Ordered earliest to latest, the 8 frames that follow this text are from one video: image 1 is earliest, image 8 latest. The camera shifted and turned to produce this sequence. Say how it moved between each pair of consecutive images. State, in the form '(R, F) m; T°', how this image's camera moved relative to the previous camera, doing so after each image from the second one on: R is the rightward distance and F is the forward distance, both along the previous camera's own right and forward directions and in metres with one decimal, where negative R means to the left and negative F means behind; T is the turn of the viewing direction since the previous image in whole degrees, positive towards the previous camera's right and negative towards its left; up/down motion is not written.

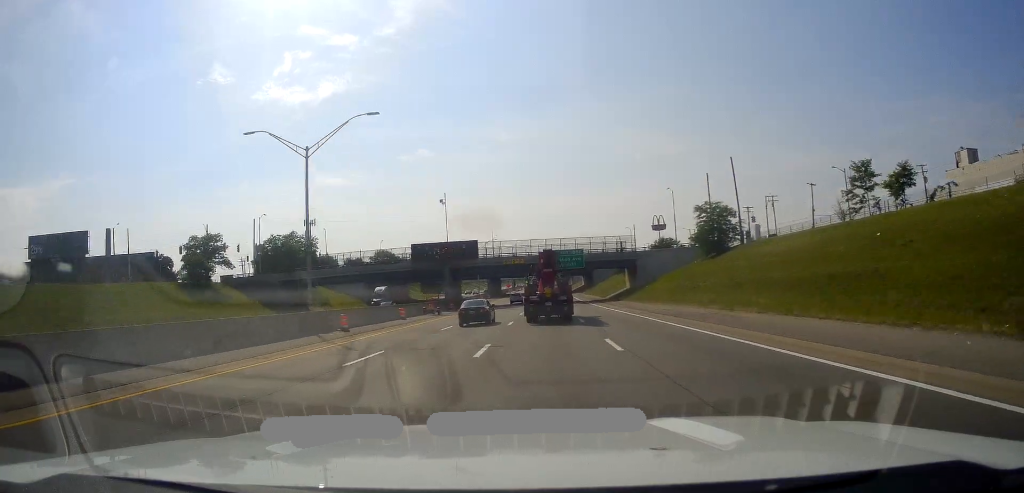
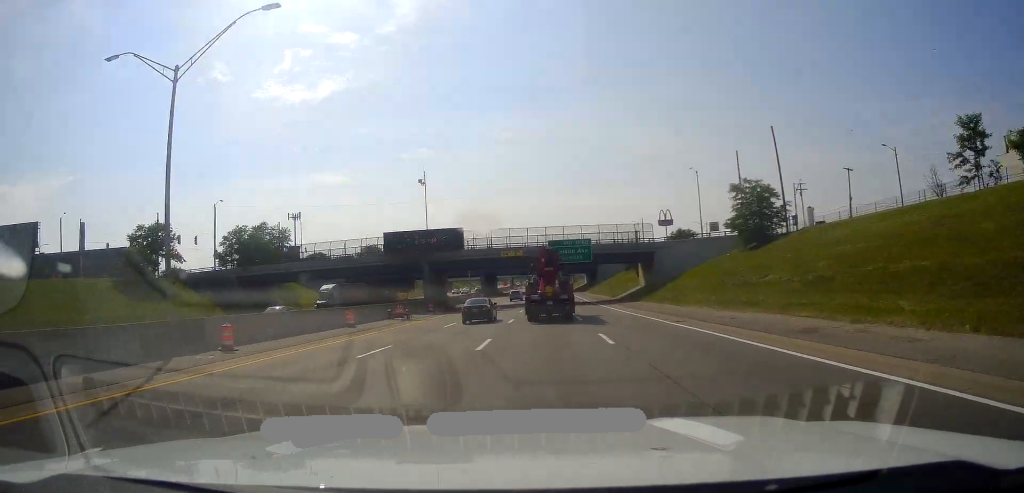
(-0.1, +13.7) m; -1°
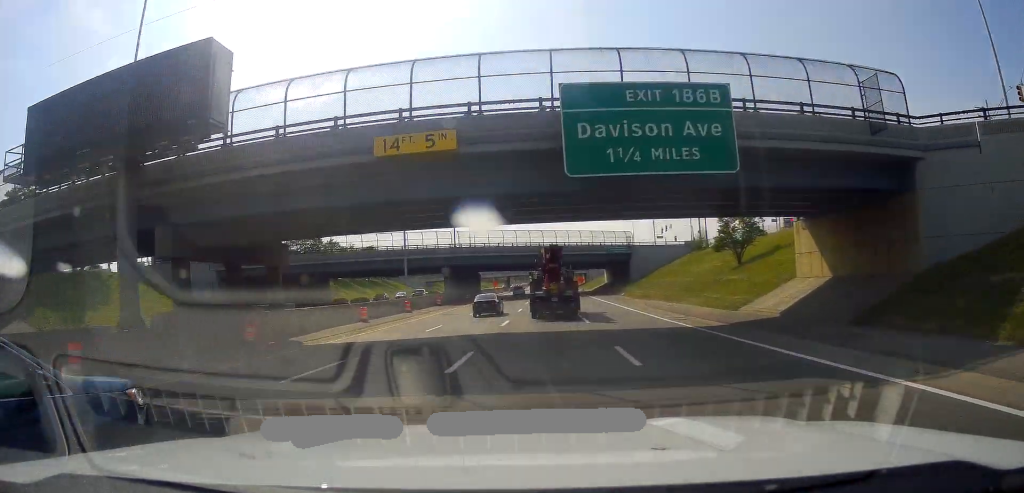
(-0.7, +50.3) m; 0°
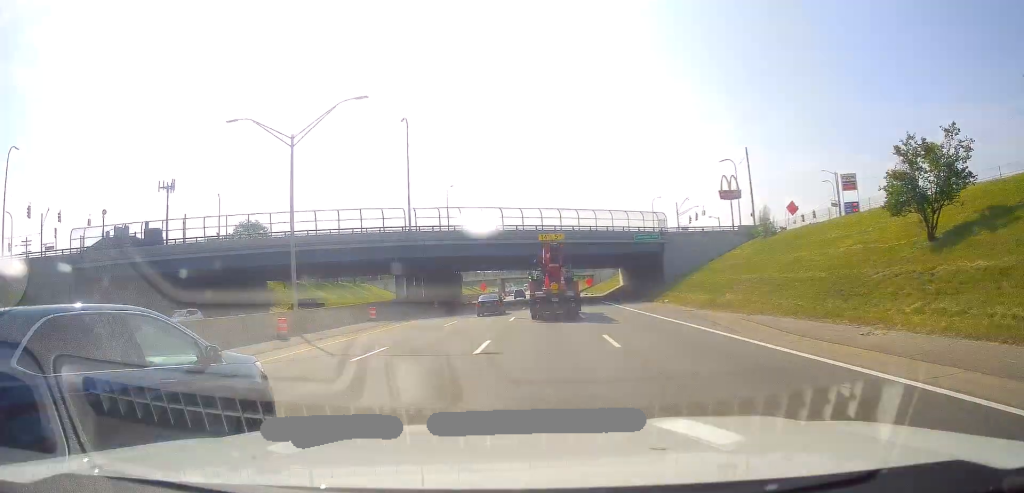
(+0.7, +25.9) m; +1°
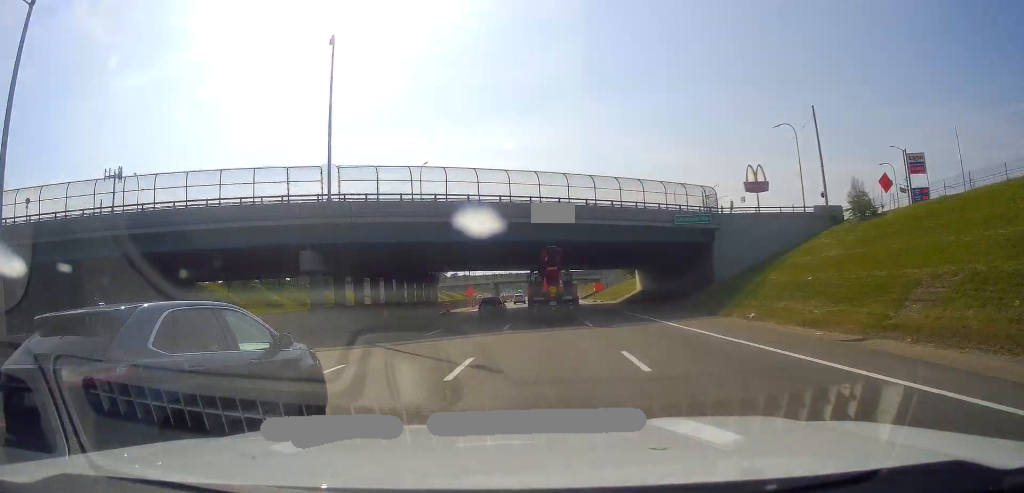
(0.0, +19.8) m; 0°
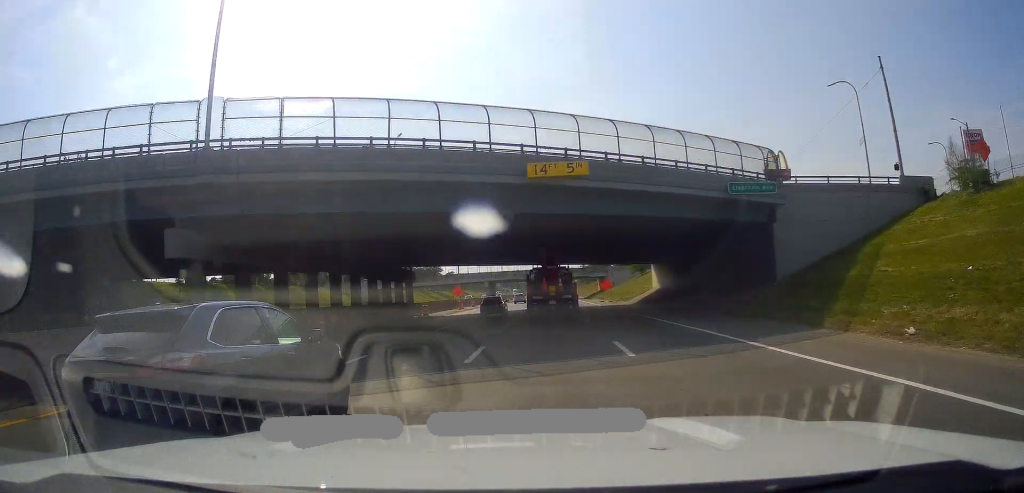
(0.0, +12.9) m; 0°
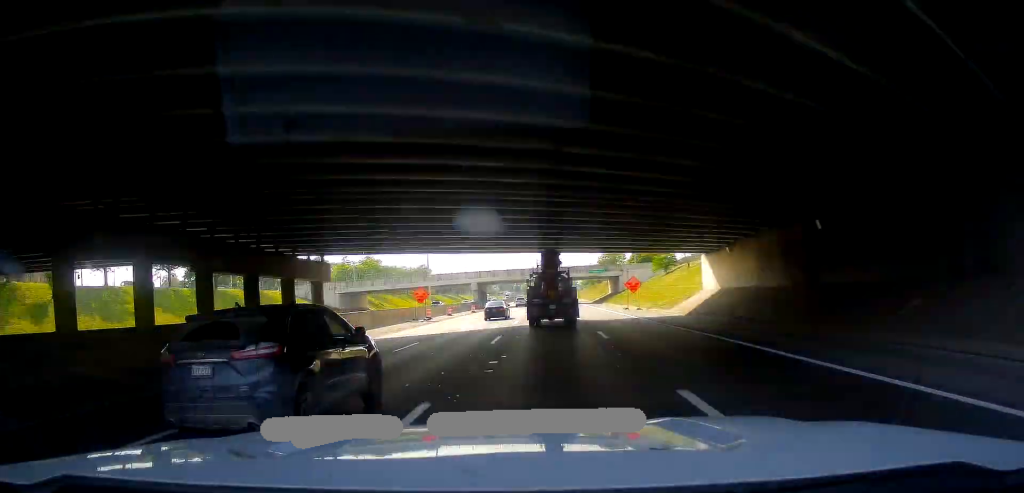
(-0.1, +23.7) m; -1°
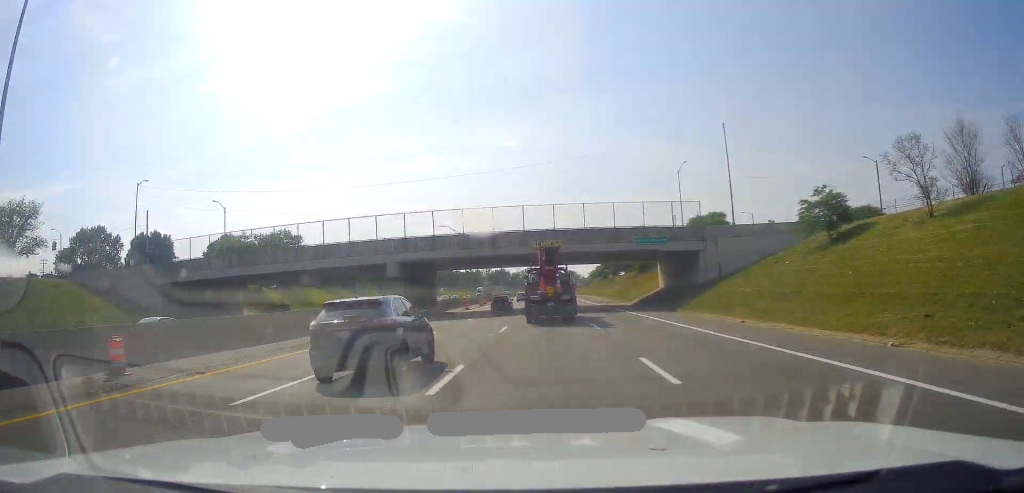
(+0.1, +56.7) m; +1°
